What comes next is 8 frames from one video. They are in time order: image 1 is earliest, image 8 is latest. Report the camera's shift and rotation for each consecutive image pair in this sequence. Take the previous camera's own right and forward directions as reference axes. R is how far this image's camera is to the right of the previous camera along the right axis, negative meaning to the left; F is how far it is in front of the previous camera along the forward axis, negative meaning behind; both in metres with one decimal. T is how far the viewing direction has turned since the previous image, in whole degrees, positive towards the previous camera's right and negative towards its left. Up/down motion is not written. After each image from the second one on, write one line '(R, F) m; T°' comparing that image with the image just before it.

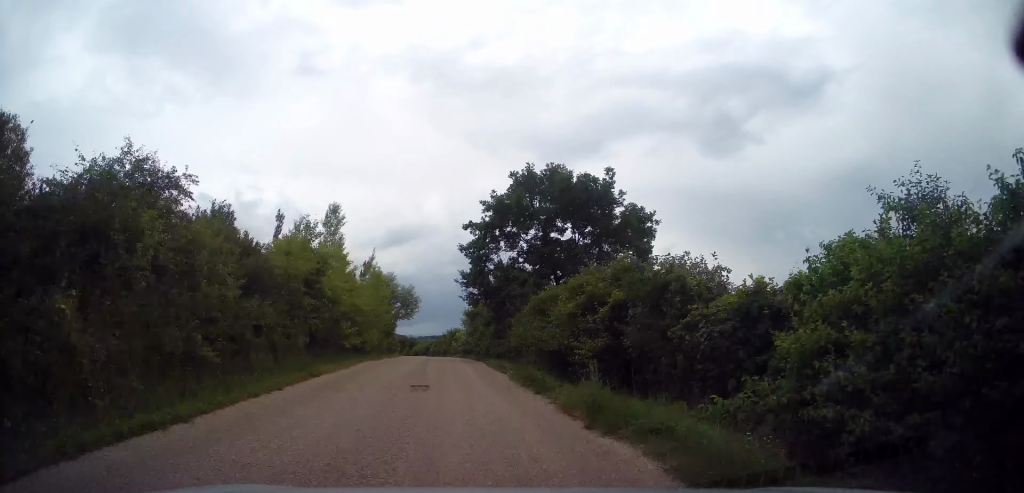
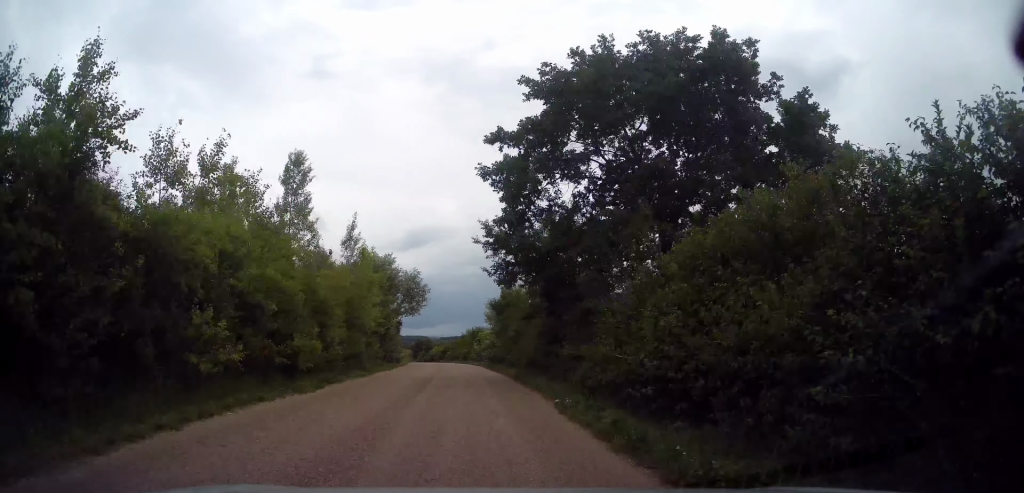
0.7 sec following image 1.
(-0.5, +11.5) m; -2°
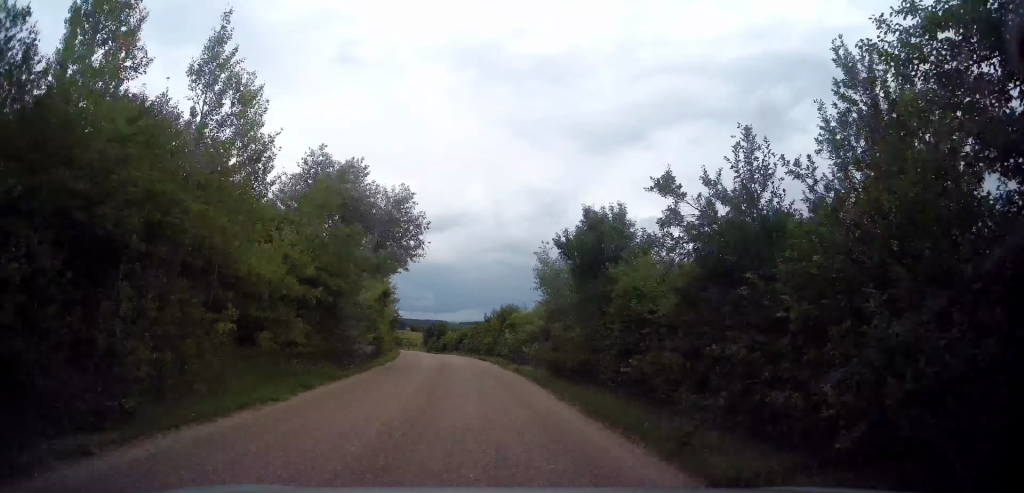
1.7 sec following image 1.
(-0.1, +13.8) m; 0°
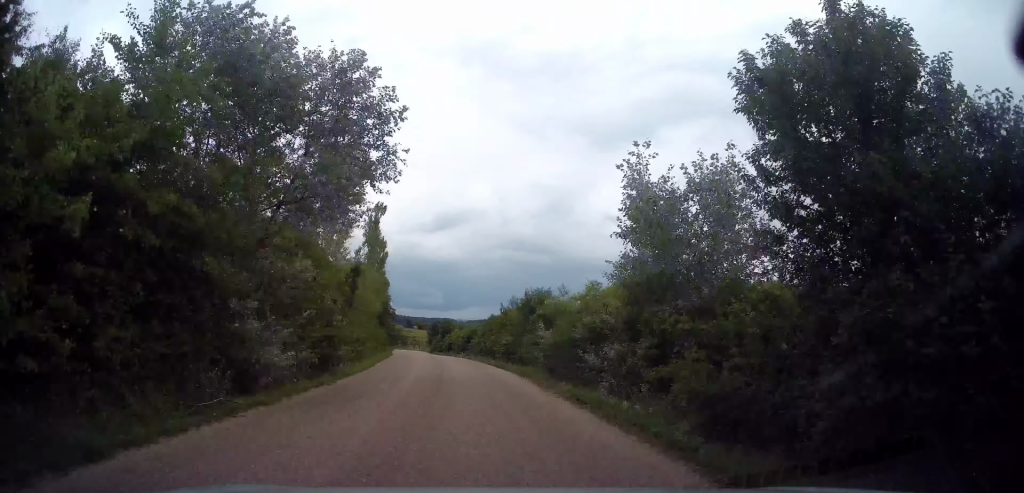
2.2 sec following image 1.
(0.0, +8.2) m; 0°
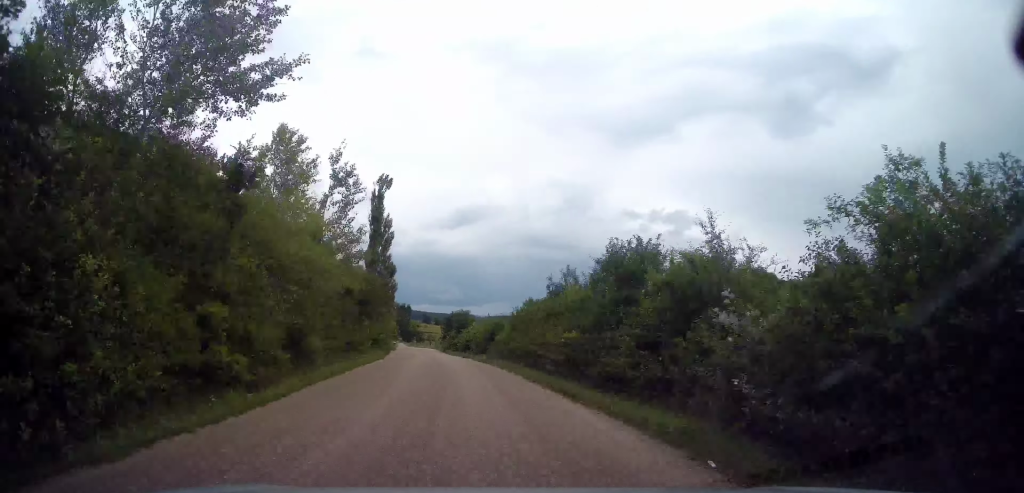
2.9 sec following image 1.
(0.0, +9.7) m; -1°
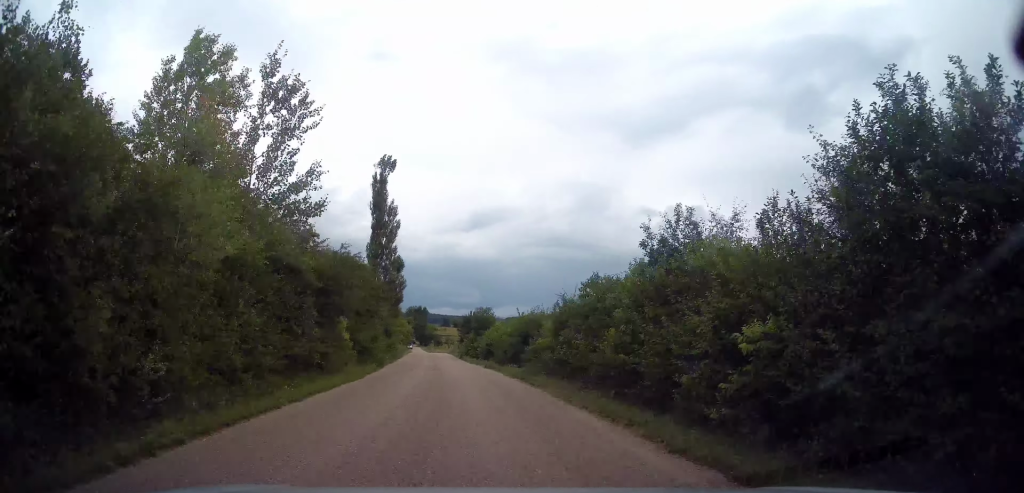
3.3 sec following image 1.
(0.0, +8.2) m; -1°
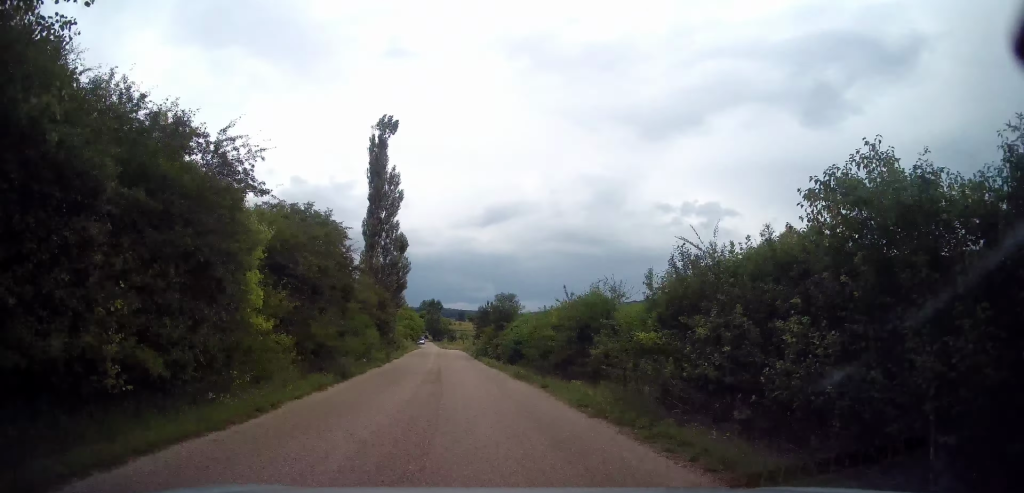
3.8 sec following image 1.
(0.0, +9.2) m; -2°
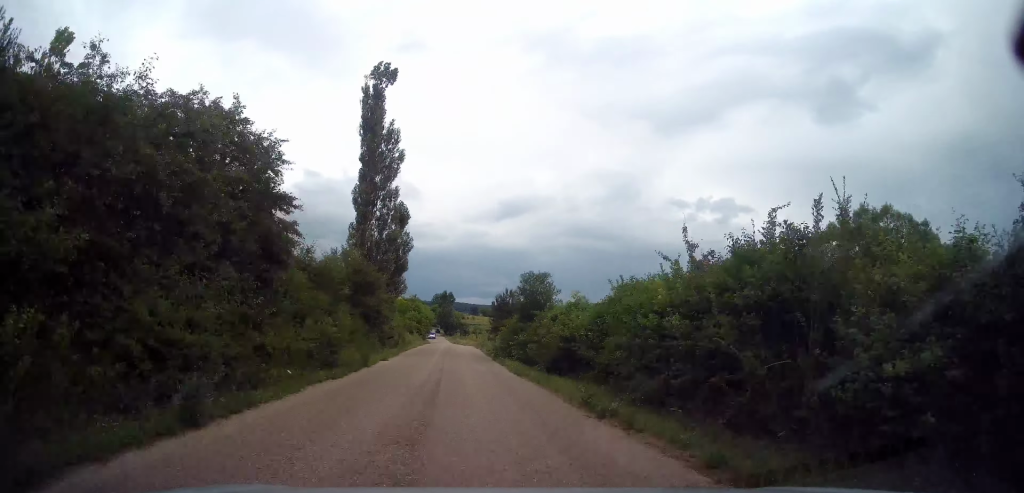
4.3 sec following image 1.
(-0.3, +10.1) m; -1°
